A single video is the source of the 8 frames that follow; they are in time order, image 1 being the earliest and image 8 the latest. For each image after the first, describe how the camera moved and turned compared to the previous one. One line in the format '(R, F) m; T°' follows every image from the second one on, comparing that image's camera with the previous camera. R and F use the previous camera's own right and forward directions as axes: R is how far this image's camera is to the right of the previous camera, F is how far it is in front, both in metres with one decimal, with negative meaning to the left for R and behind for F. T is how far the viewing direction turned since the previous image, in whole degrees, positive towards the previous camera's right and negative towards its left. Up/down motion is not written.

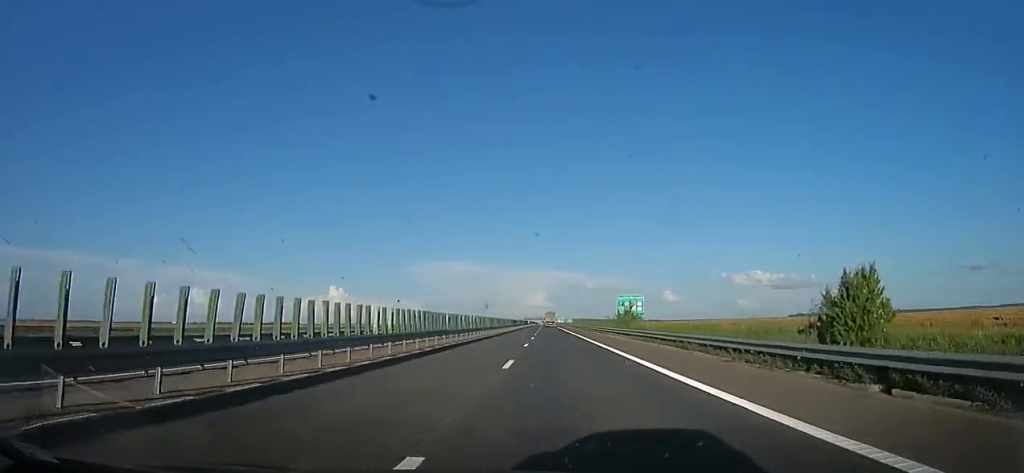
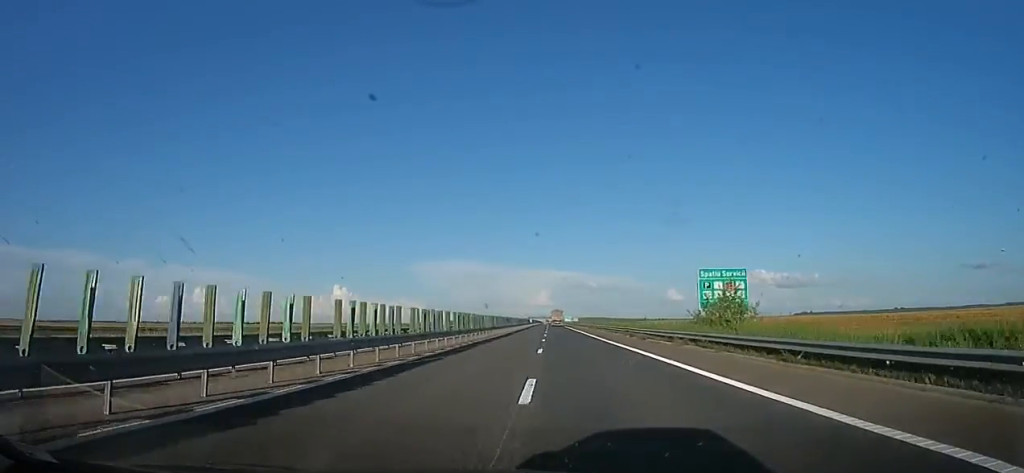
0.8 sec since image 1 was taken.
(+0.5, +29.8) m; -1°
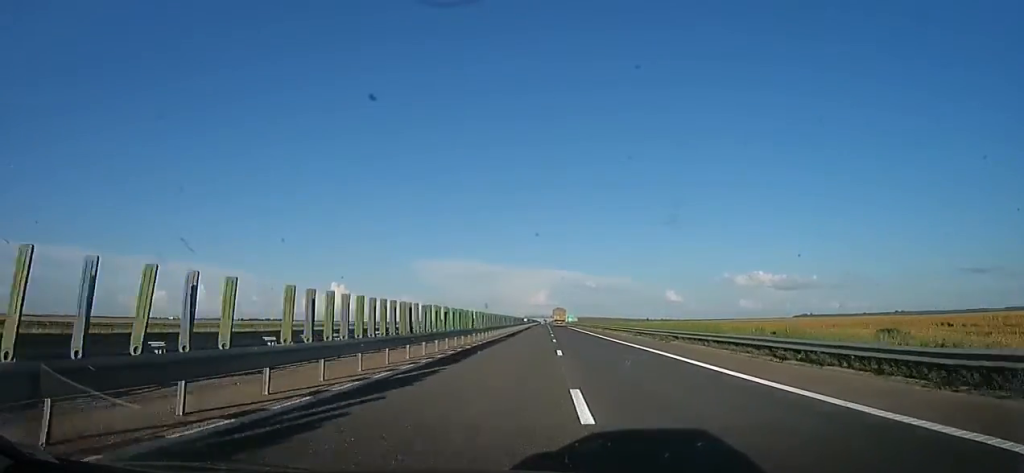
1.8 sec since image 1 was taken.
(-1.1, +35.2) m; -1°
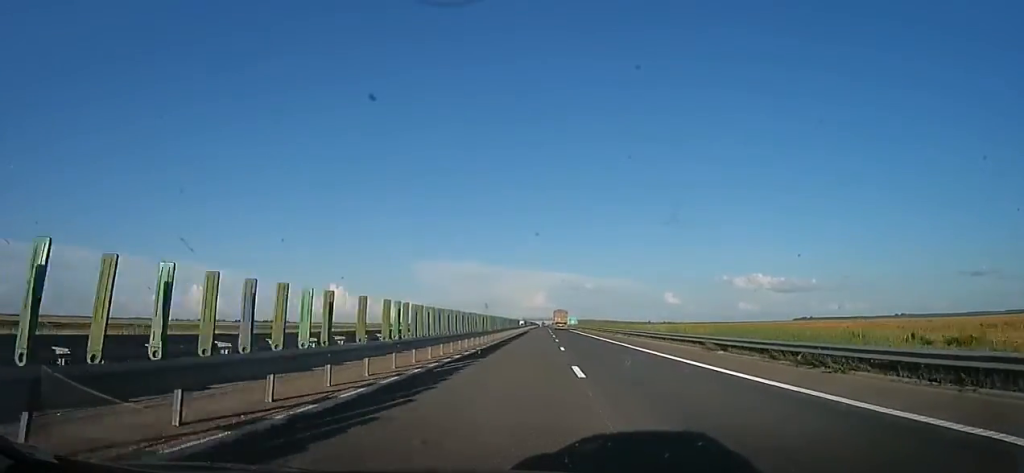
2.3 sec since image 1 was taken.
(-0.1, +18.5) m; +1°
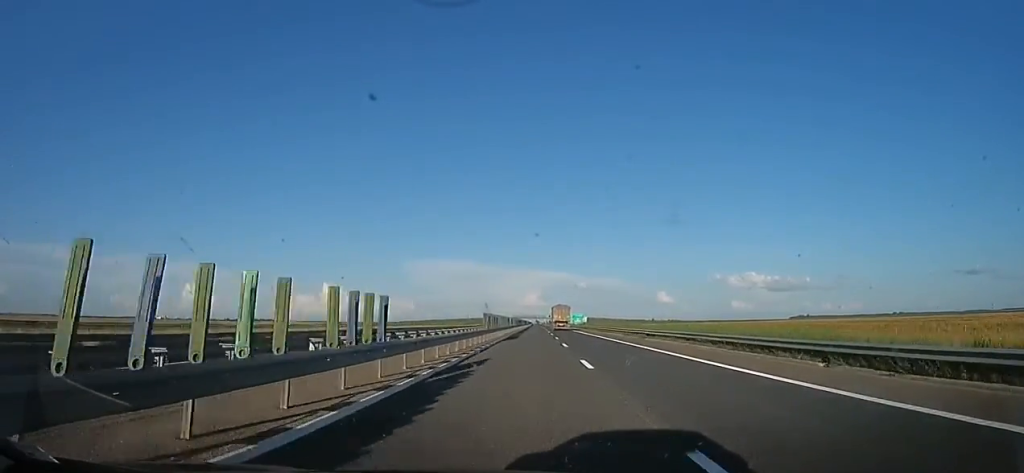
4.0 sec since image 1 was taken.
(+1.1, +58.7) m; +1°
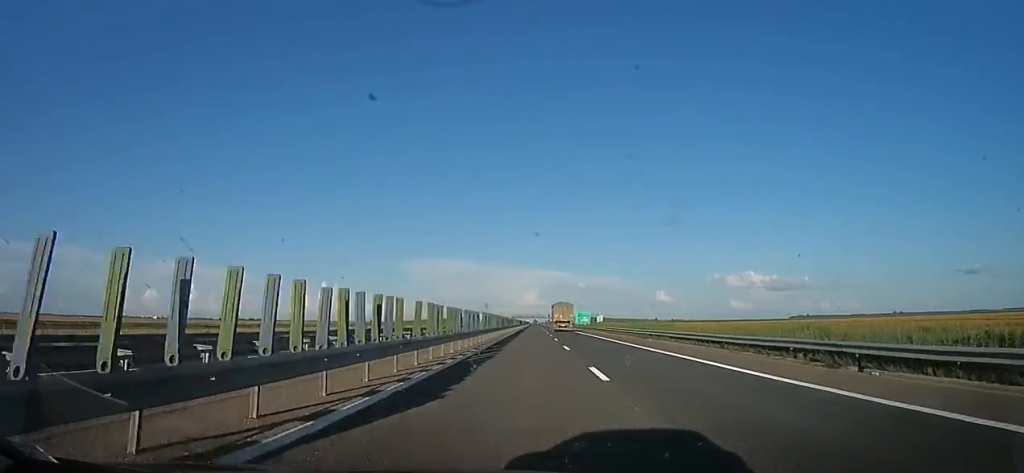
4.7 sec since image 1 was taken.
(-0.6, +26.8) m; 0°
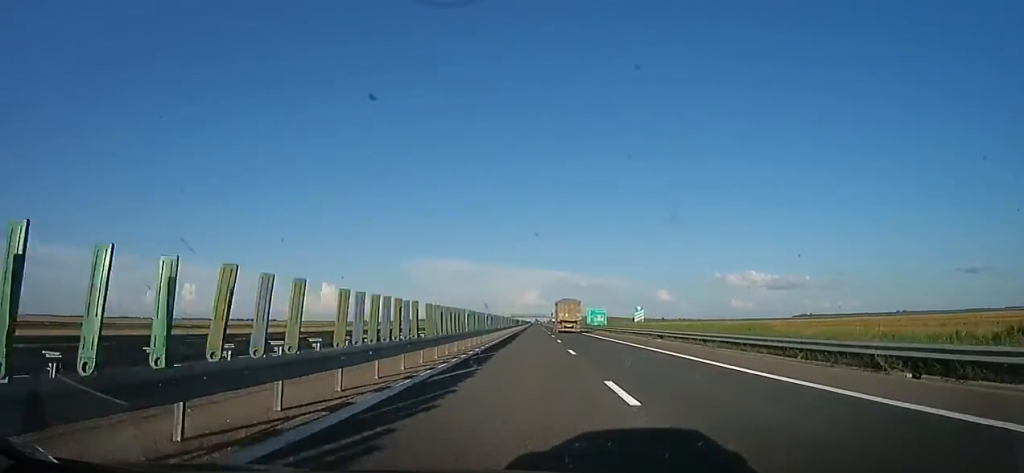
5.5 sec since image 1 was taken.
(+1.1, +27.3) m; 0°
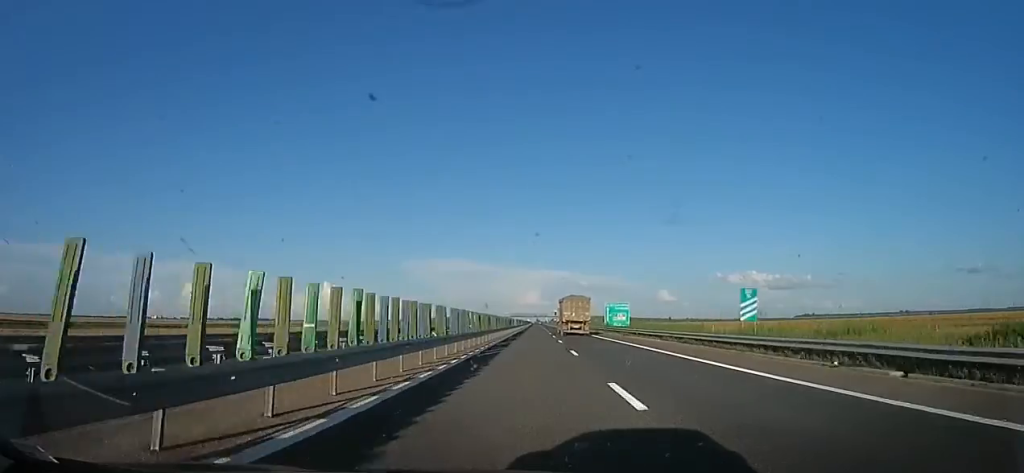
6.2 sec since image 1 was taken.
(-0.6, +24.1) m; 0°
